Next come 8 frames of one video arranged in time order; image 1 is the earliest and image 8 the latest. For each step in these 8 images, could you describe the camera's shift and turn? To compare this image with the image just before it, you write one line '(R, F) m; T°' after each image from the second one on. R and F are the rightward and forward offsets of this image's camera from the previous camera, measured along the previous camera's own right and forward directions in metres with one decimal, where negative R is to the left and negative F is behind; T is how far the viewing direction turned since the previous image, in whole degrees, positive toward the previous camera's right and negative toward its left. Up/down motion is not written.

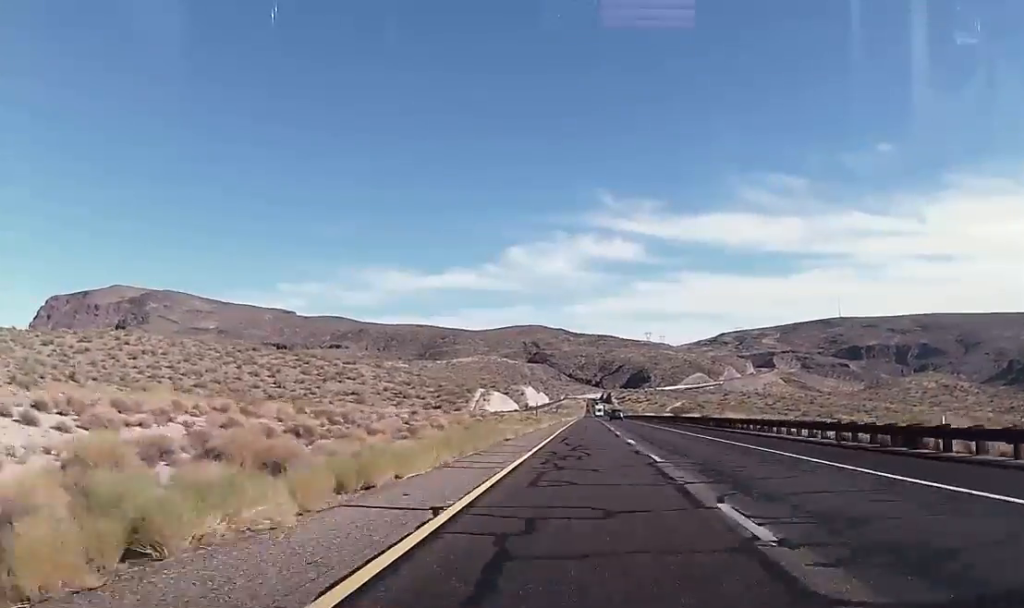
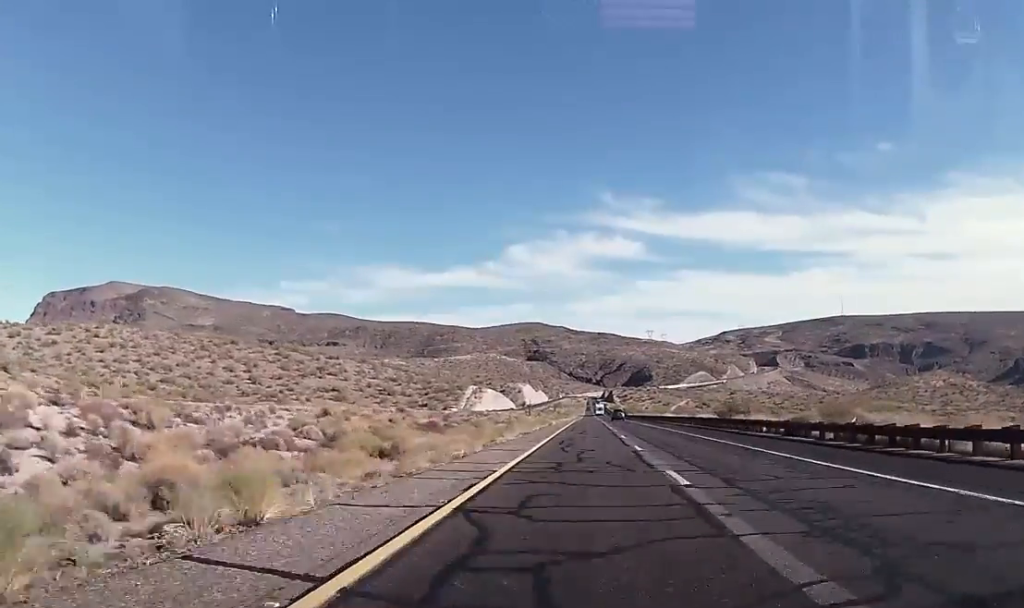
(-0.2, +30.2) m; -1°
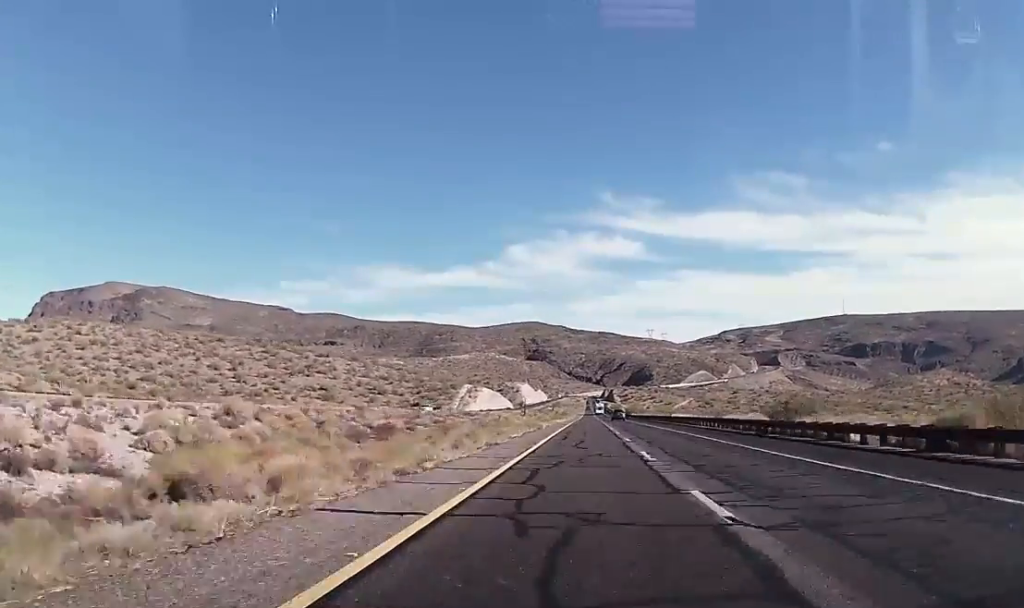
(-0.2, +16.4) m; 0°
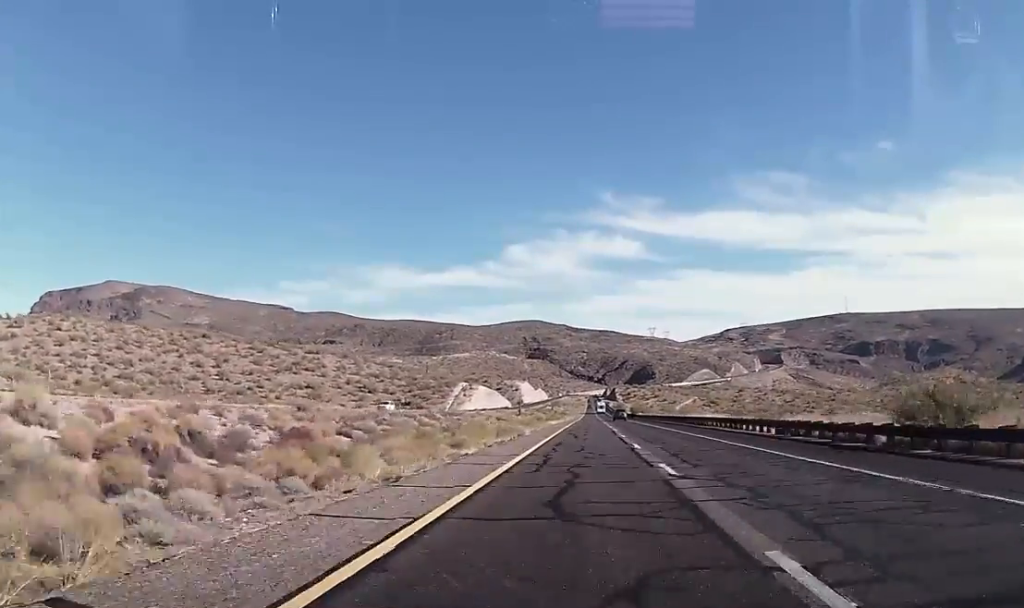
(0.0, +17.6) m; 0°
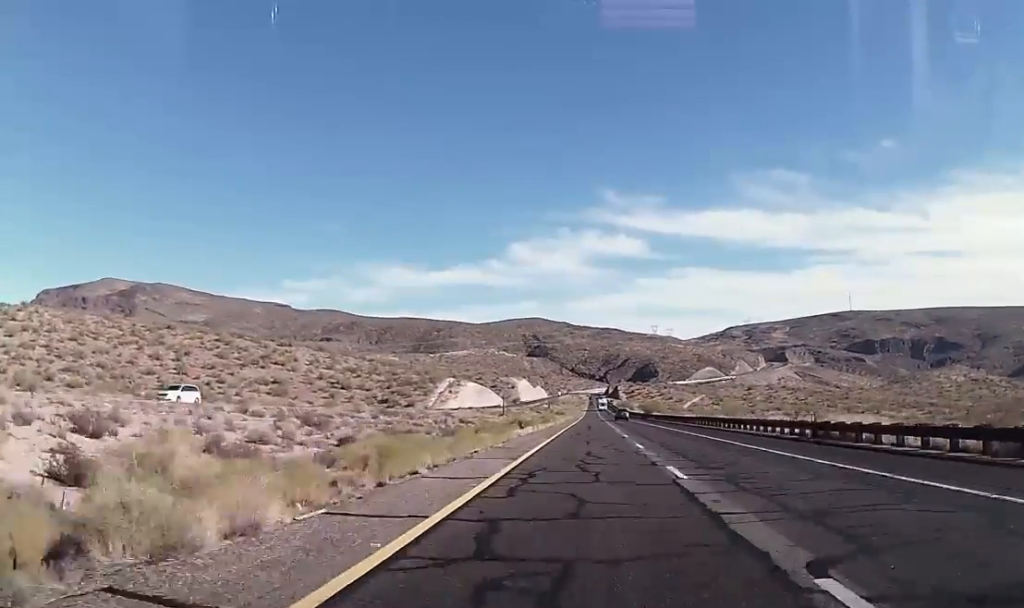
(+0.1, +36.6) m; 0°
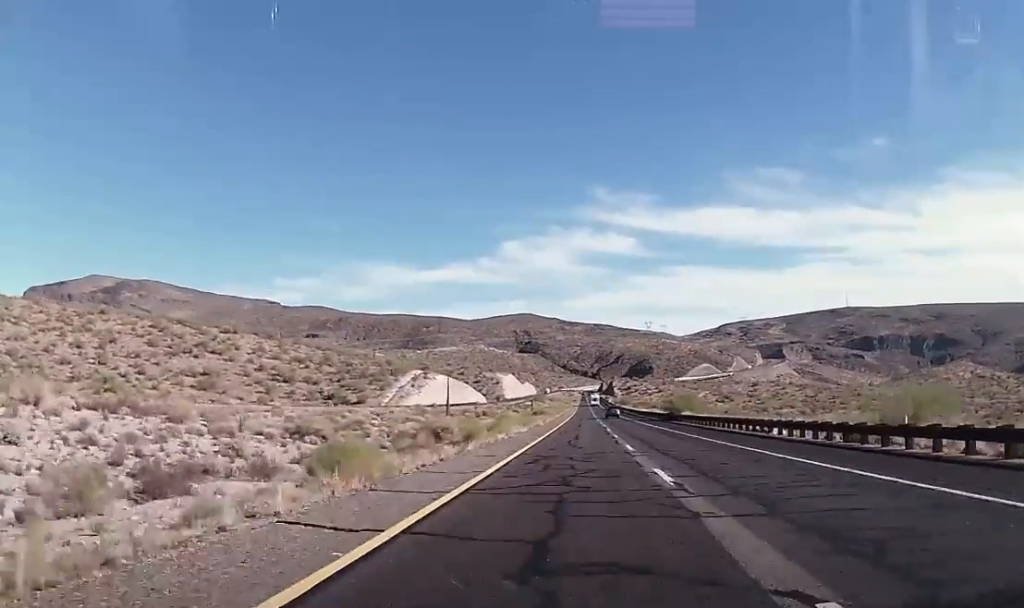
(+0.4, +49.2) m; +1°
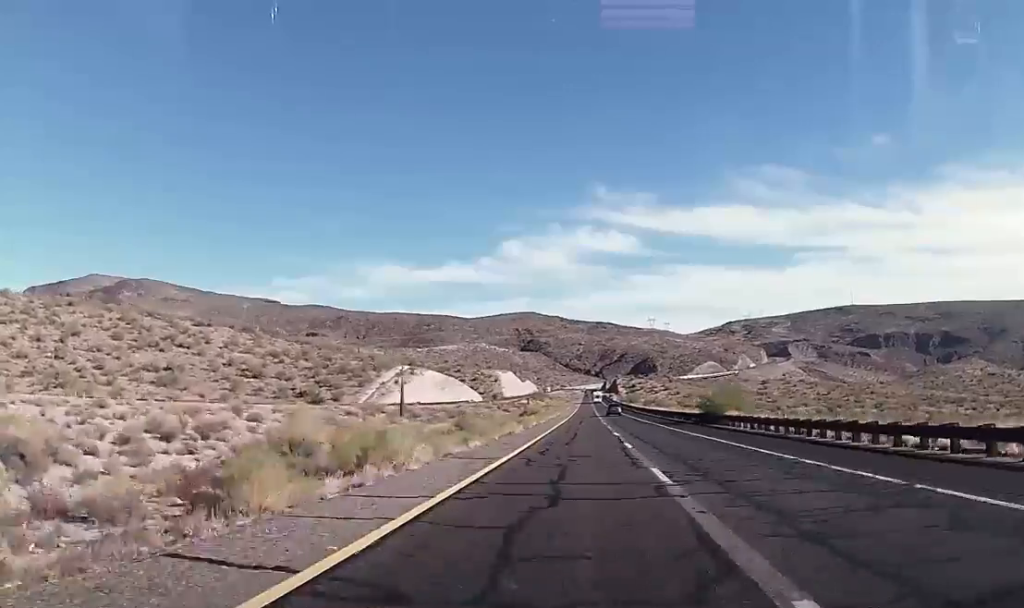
(0.0, +24.0) m; 0°
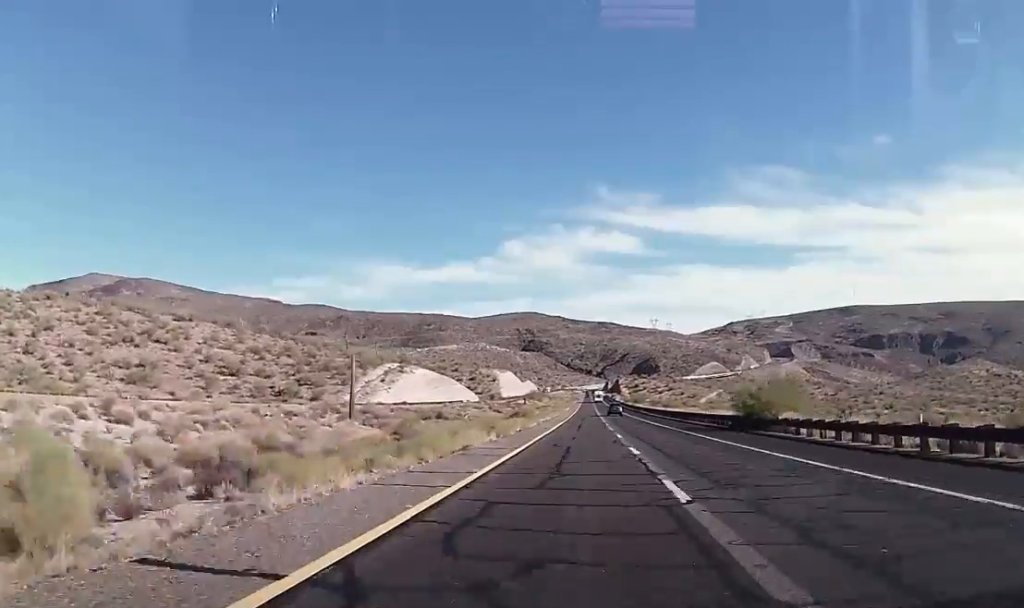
(-0.1, +15.1) m; 0°
